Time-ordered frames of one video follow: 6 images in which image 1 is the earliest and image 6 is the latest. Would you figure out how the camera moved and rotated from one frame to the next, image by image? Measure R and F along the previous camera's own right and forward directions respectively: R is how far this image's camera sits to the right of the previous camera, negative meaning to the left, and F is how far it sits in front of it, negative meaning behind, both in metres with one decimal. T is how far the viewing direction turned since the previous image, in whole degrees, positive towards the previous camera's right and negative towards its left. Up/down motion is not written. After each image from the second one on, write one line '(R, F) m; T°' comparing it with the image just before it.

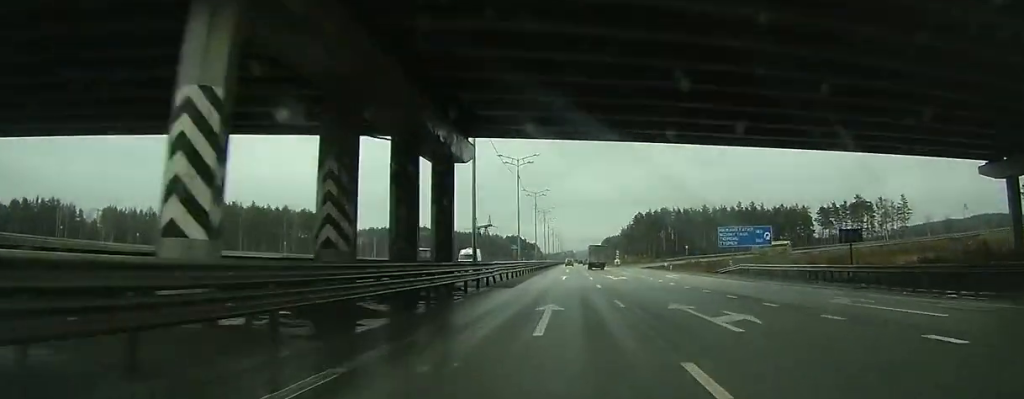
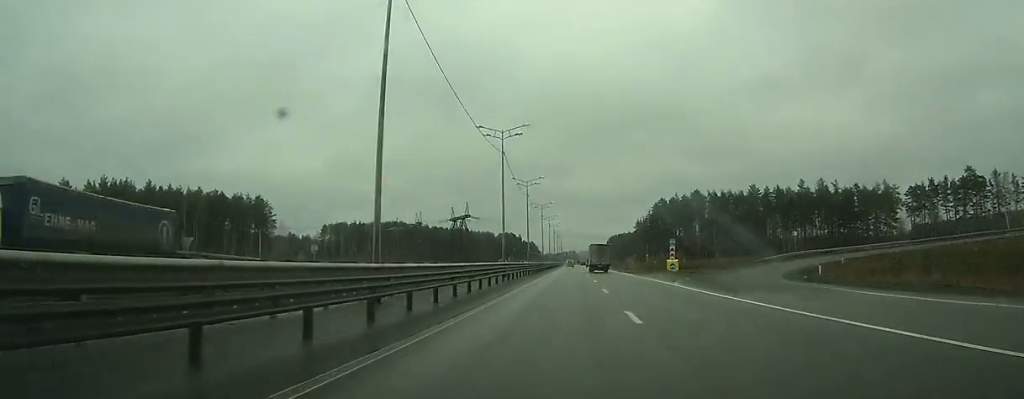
(-0.5, +77.2) m; -1°
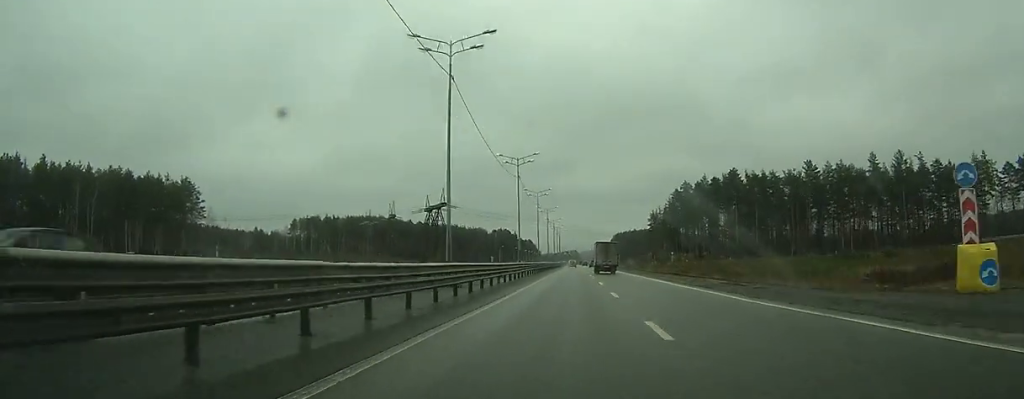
(-0.1, +50.9) m; 0°
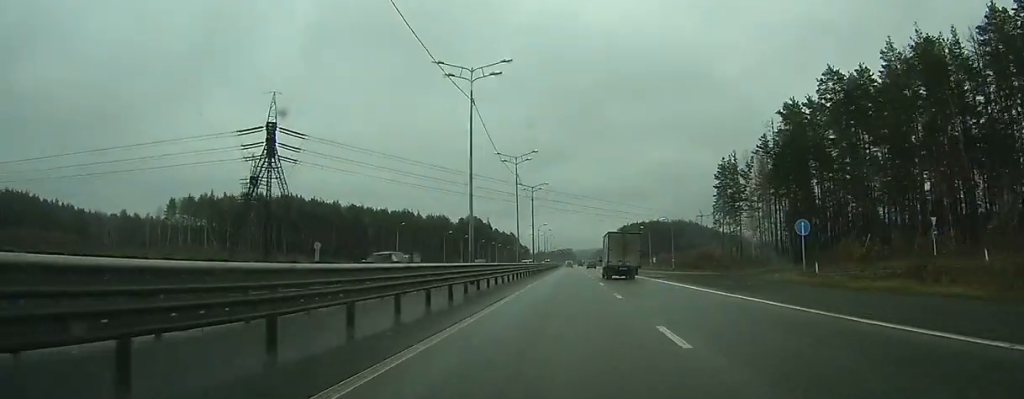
(+0.4, +120.3) m; +1°
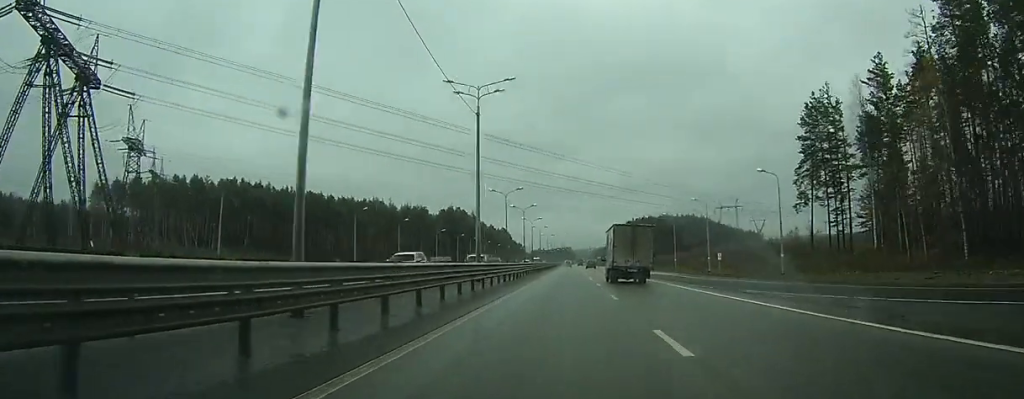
(0.0, +48.2) m; 0°
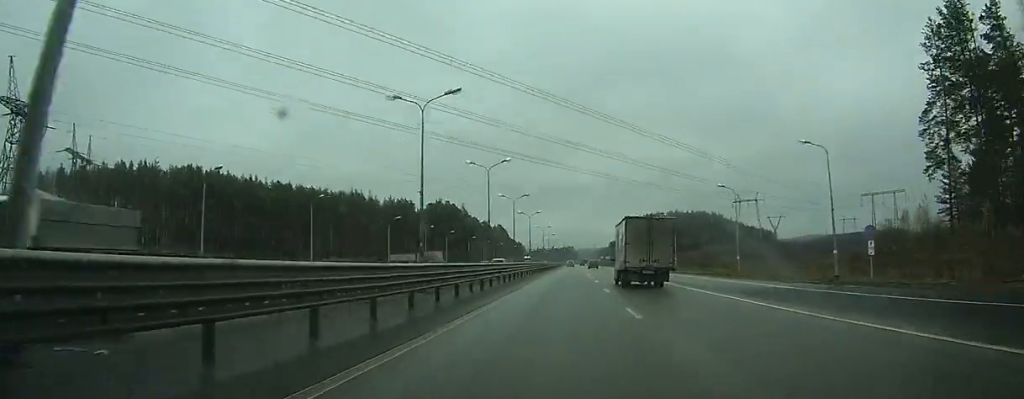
(0.0, +30.4) m; 0°
